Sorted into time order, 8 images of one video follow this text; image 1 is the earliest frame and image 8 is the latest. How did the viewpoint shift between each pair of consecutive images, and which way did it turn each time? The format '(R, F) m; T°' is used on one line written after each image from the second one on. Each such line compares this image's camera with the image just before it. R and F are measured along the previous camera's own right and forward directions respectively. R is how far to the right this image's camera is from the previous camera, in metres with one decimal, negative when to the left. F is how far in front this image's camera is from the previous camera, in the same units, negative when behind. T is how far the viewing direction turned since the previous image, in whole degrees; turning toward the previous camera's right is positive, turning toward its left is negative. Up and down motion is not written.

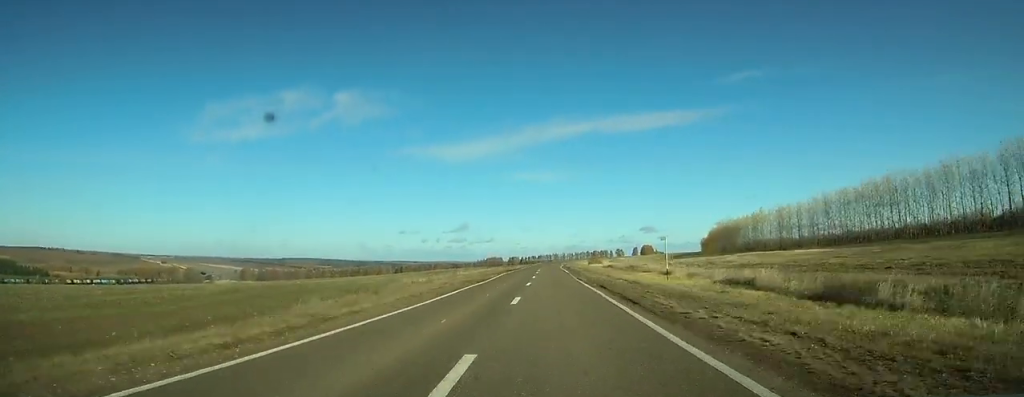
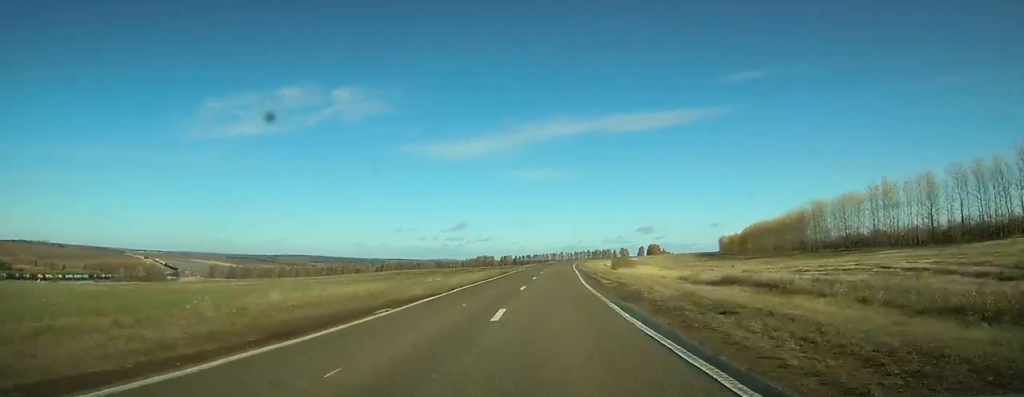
(+0.1, +65.5) m; +1°
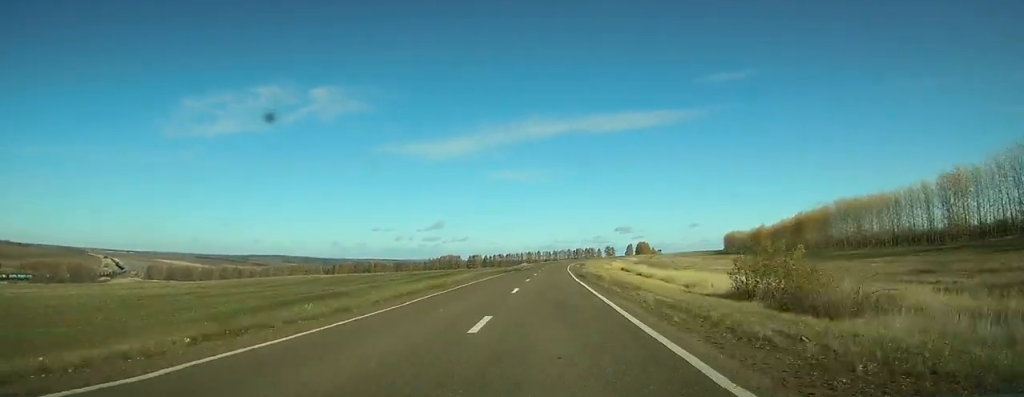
(+1.3, +73.4) m; +2°
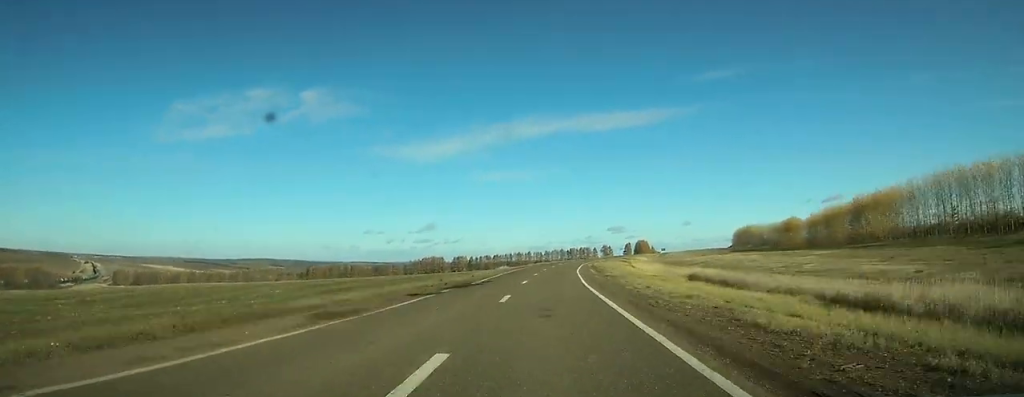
(+0.4, +40.8) m; +1°
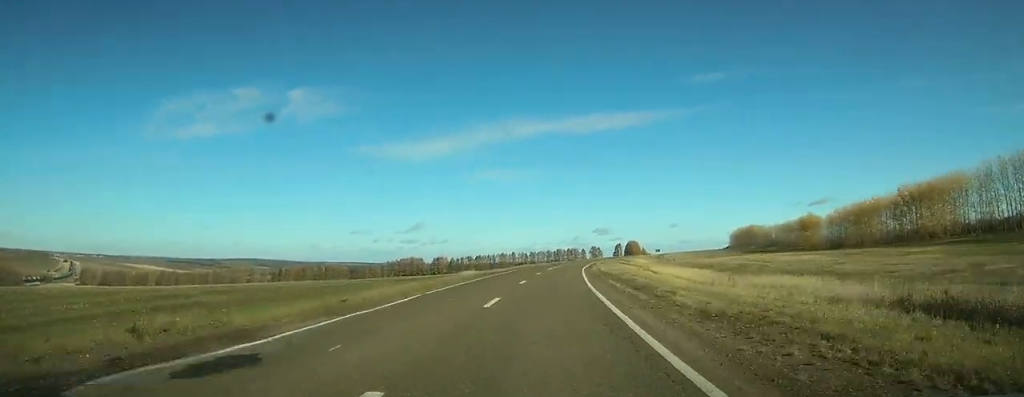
(+0.3, +25.5) m; +1°
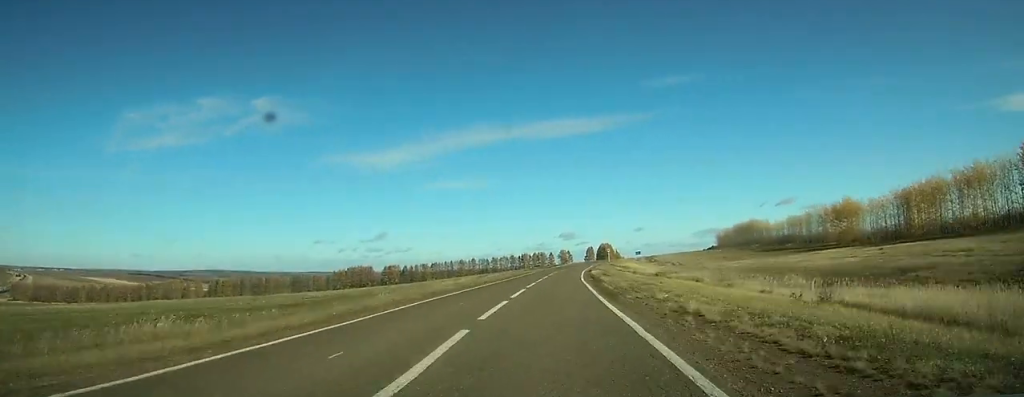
(+0.8, +45.4) m; +2°
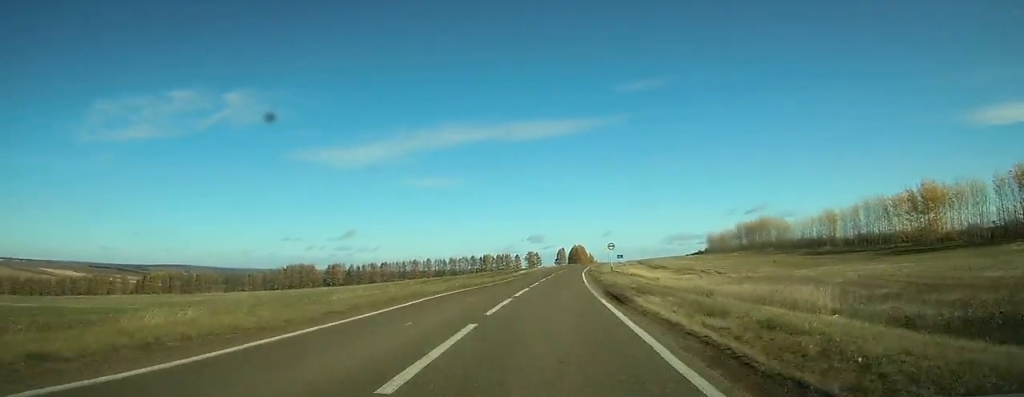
(+1.1, +46.9) m; +3°
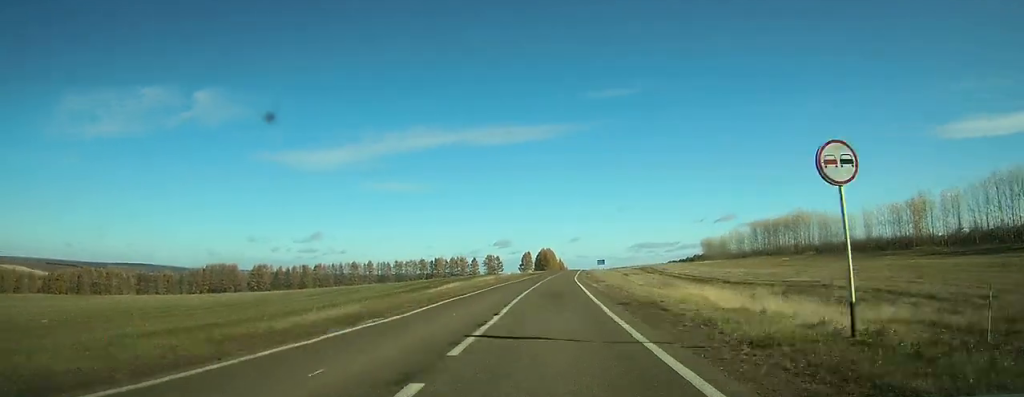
(+1.5, +52.4) m; +3°
